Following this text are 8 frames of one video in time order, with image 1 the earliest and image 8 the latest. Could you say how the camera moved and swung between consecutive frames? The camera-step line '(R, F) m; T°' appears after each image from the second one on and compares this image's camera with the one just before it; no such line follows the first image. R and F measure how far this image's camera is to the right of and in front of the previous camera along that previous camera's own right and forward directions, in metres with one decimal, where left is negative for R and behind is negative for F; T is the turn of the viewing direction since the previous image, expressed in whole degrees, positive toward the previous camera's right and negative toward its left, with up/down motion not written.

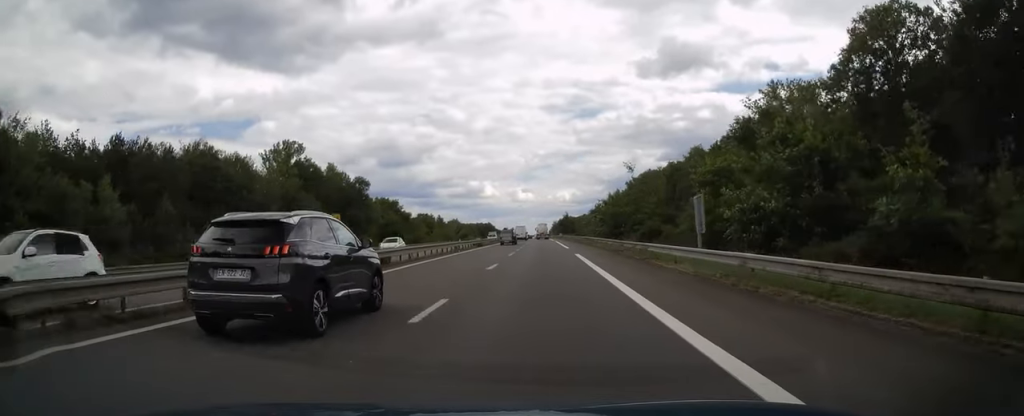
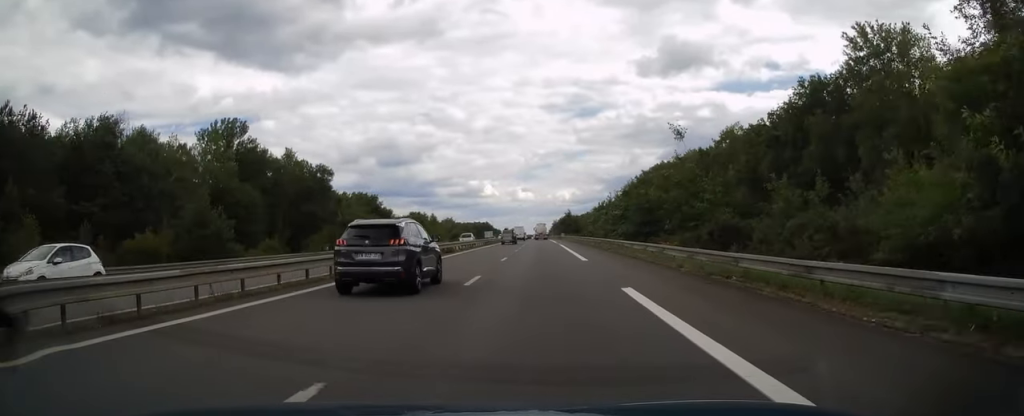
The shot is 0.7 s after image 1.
(0.0, +19.6) m; 0°
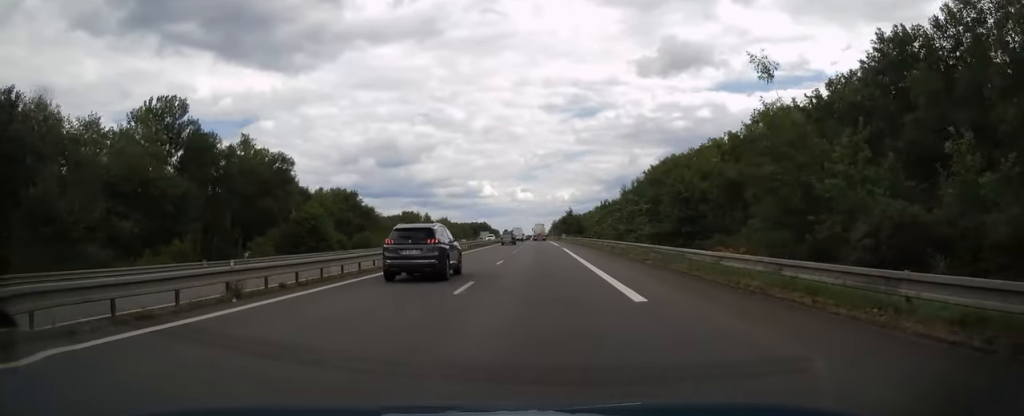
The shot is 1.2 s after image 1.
(0.0, +14.7) m; 0°
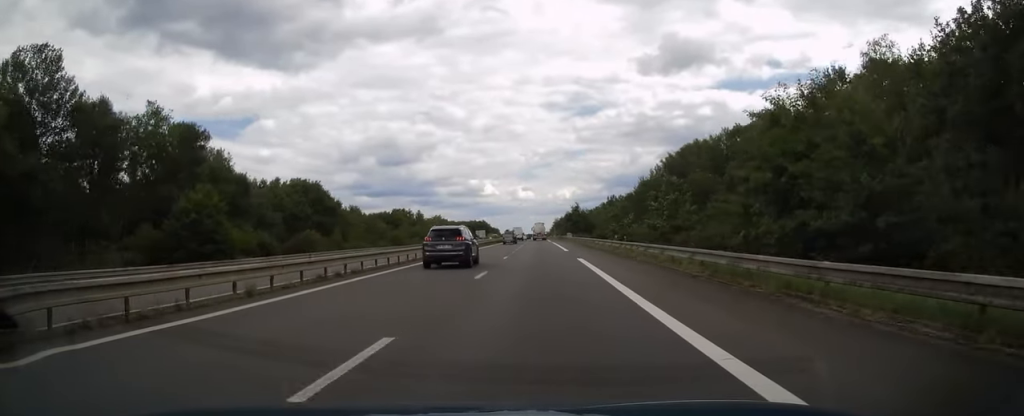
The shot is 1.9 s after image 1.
(+0.1, +21.6) m; 0°
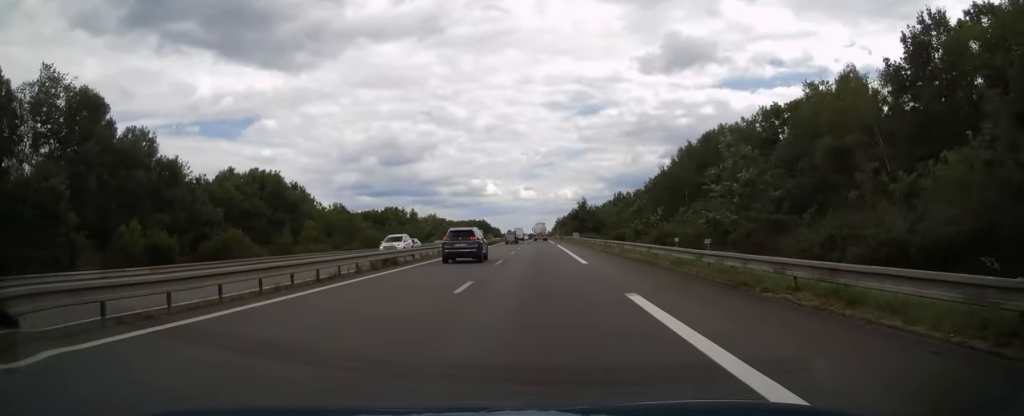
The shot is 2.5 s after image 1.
(-0.1, +16.6) m; 0°
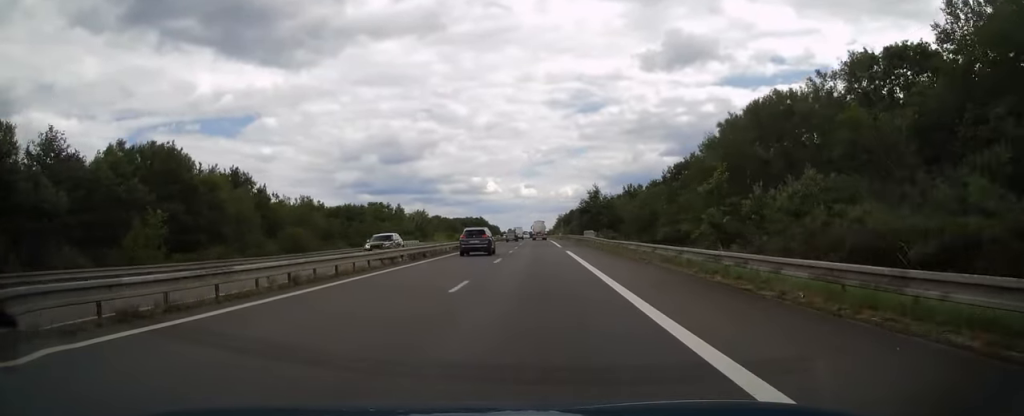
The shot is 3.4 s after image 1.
(-0.1, +25.9) m; 0°
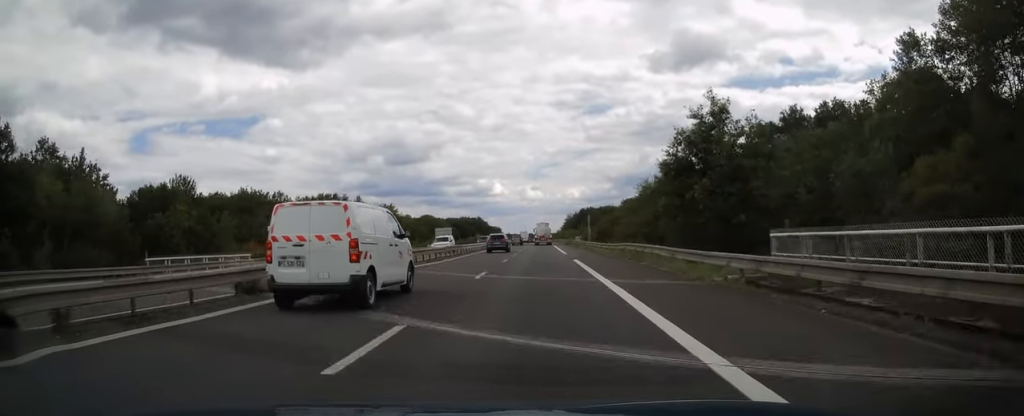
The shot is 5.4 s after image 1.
(-0.2, +58.9) m; 0°
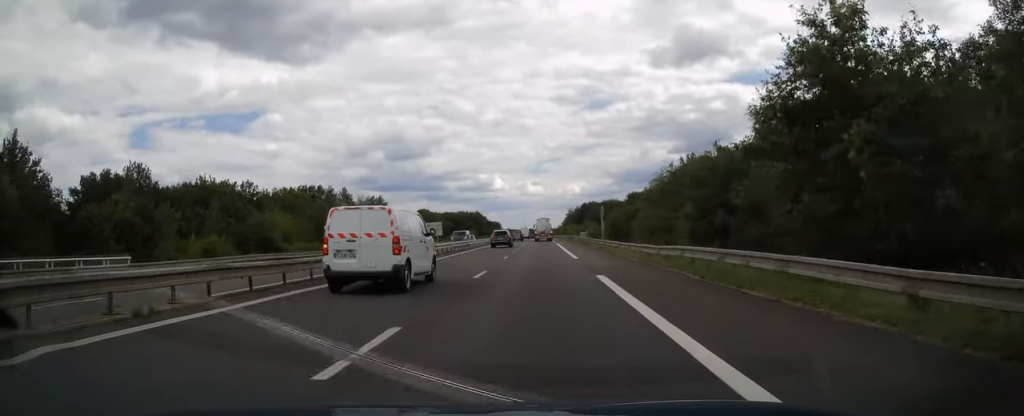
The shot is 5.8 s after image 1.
(0.0, +13.3) m; 0°
